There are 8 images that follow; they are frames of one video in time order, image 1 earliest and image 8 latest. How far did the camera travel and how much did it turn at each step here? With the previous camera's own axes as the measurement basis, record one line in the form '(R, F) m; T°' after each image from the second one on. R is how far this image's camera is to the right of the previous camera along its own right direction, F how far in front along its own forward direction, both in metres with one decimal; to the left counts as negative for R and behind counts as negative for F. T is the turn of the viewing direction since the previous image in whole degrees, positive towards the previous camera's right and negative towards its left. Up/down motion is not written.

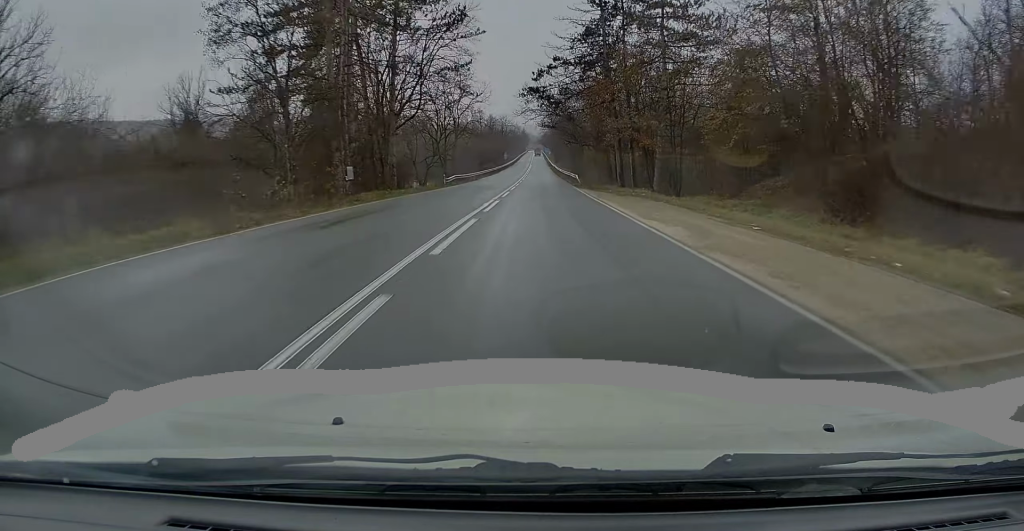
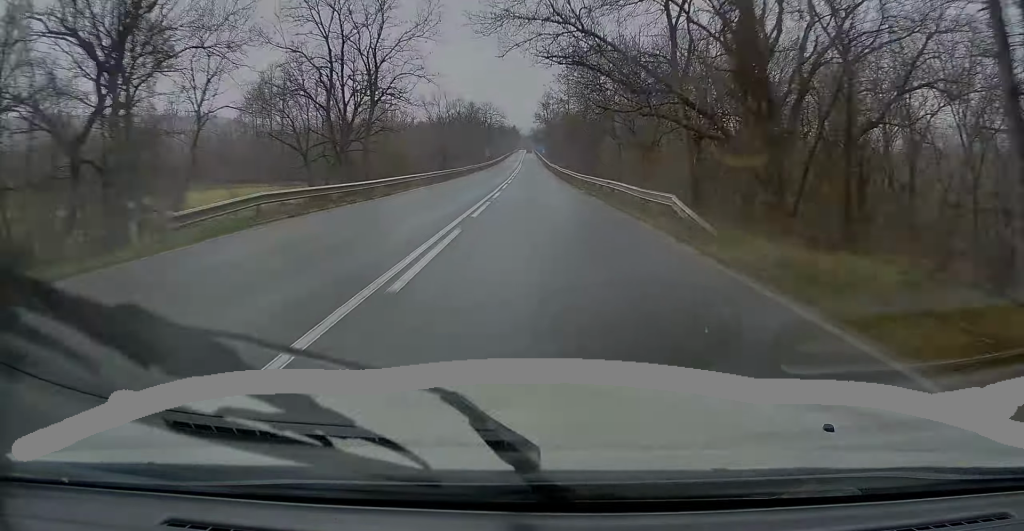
(+0.4, +38.3) m; +1°
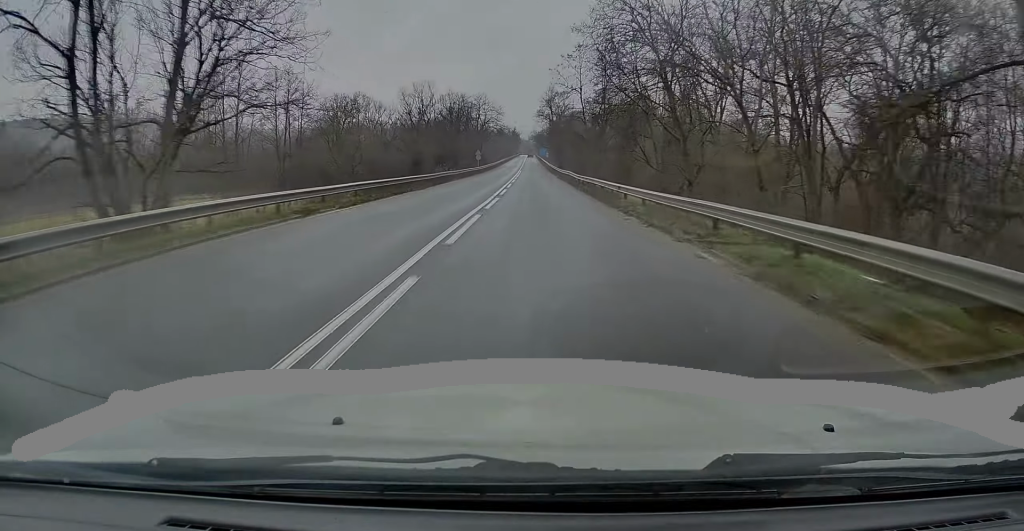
(0.0, +22.8) m; +1°
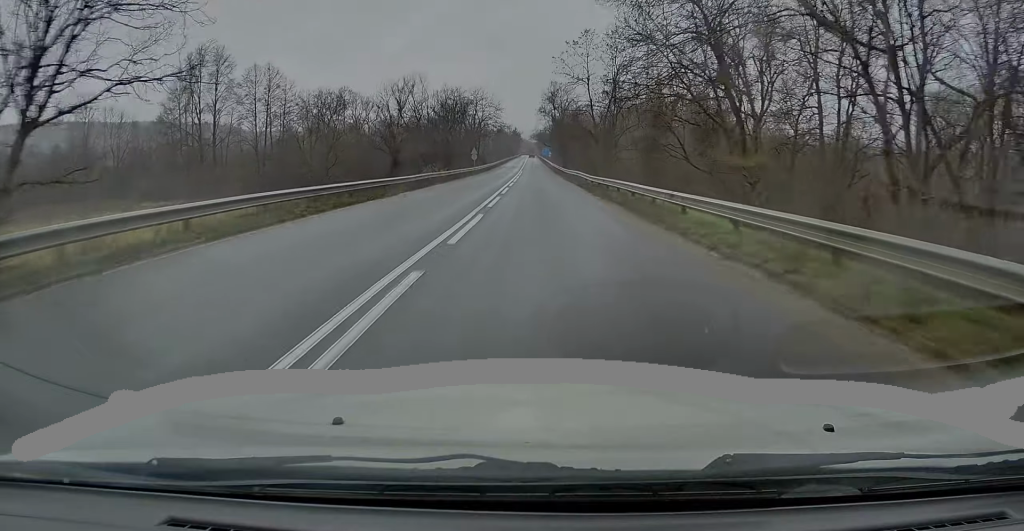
(-0.1, +9.0) m; +1°
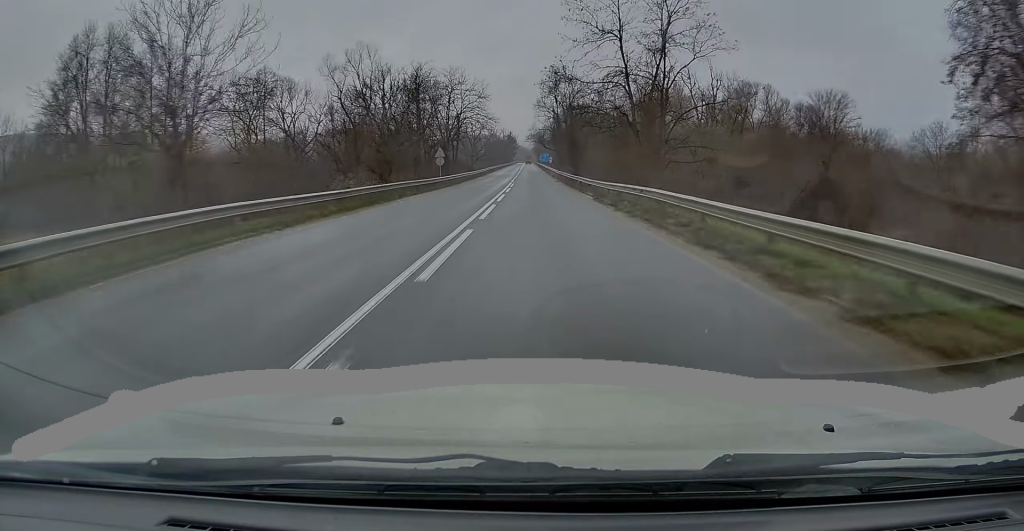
(+0.4, +29.5) m; 0°
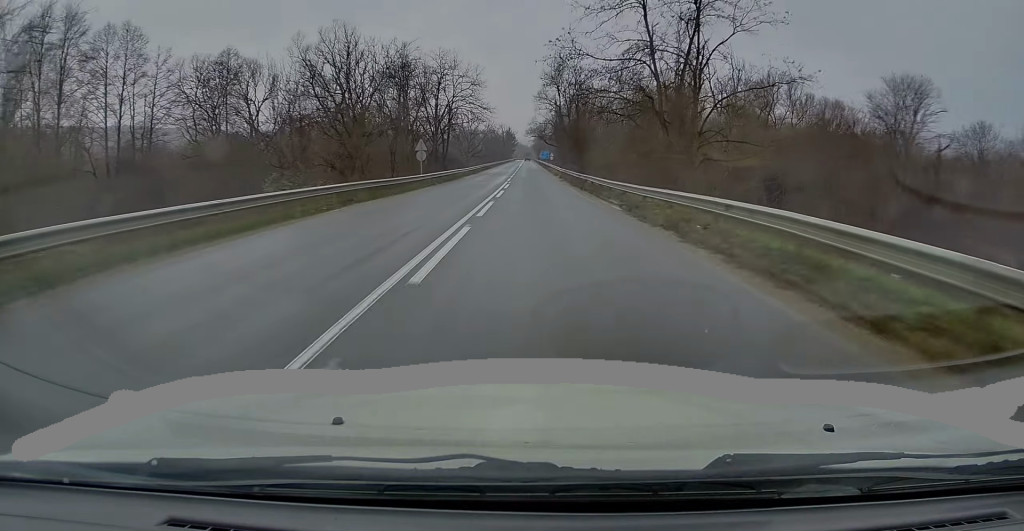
(-0.1, +9.2) m; -1°
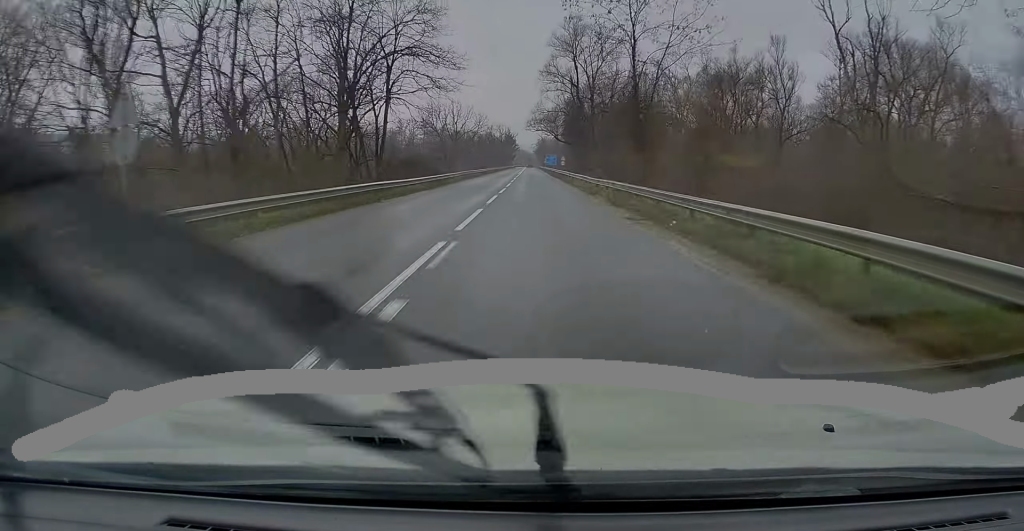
(-0.3, +34.1) m; 0°
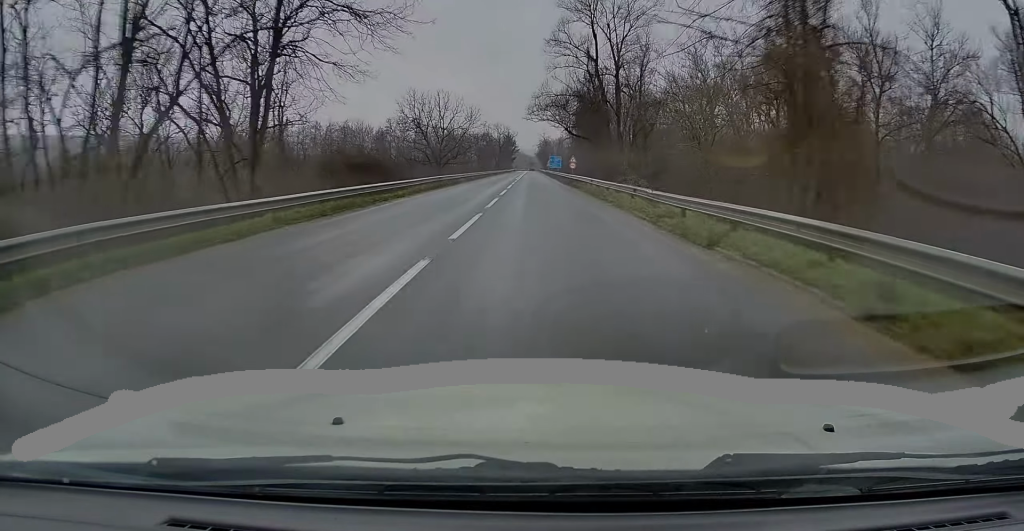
(0.0, +19.1) m; 0°
